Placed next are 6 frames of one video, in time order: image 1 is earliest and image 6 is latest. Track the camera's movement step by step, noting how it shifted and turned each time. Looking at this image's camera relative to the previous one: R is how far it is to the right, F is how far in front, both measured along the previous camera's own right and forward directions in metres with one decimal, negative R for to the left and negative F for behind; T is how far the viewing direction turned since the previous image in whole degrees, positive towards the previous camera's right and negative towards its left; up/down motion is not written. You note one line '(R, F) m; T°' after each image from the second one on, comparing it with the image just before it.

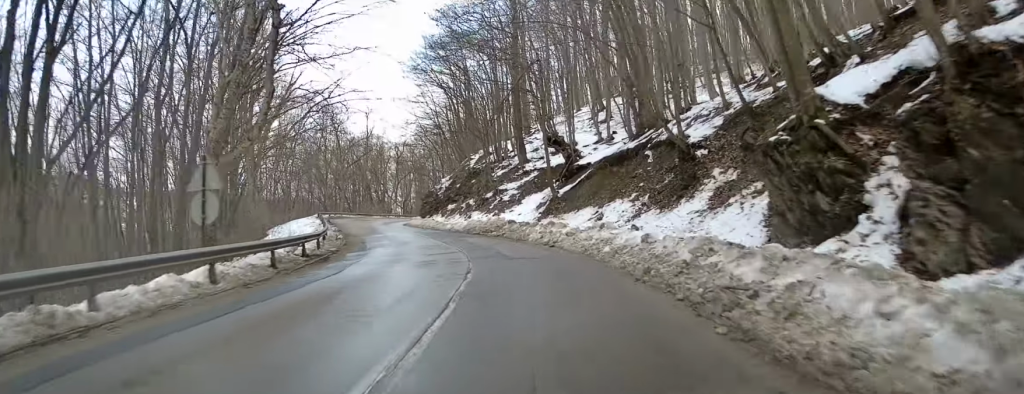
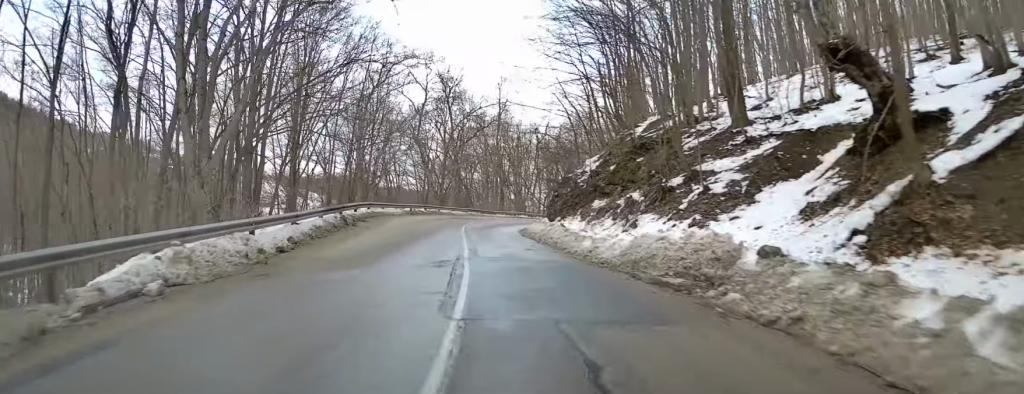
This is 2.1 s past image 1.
(-1.0, +21.2) m; -6°
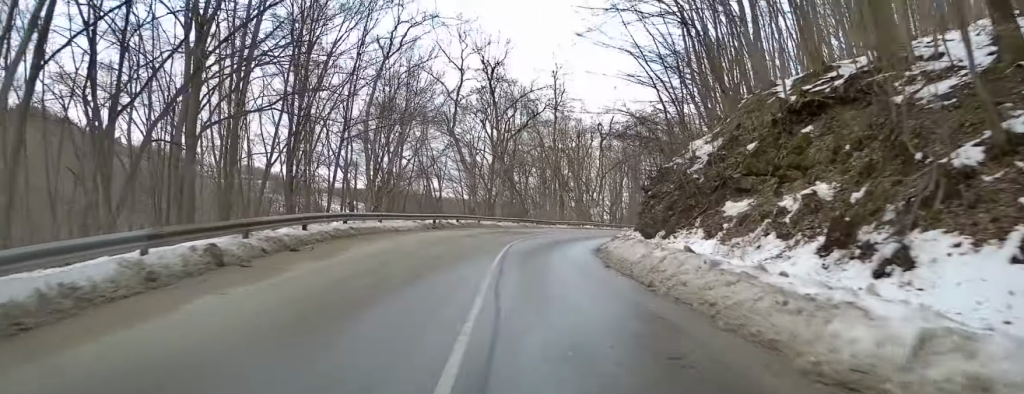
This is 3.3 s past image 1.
(-0.1, +11.9) m; -2°
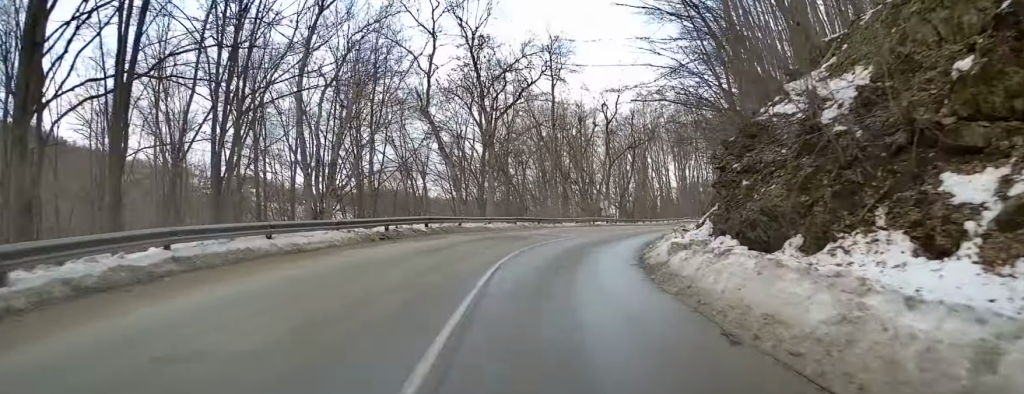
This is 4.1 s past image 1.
(-0.2, +9.8) m; -1°
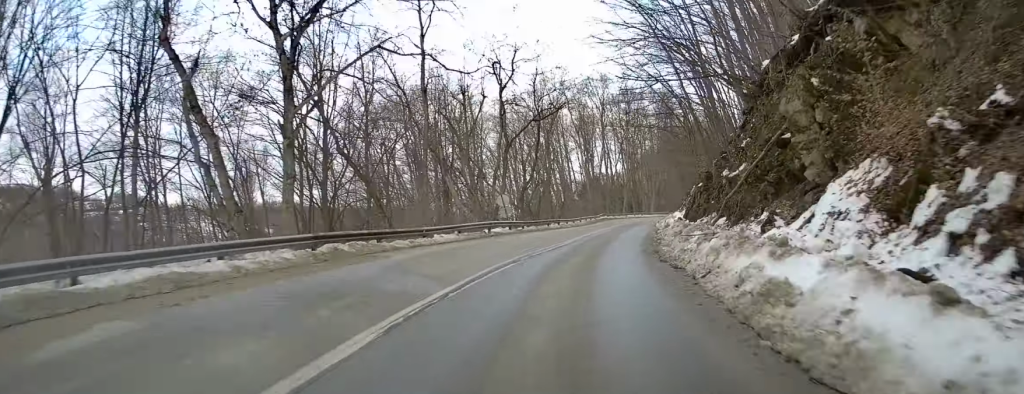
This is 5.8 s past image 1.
(+0.4, +19.8) m; +2°
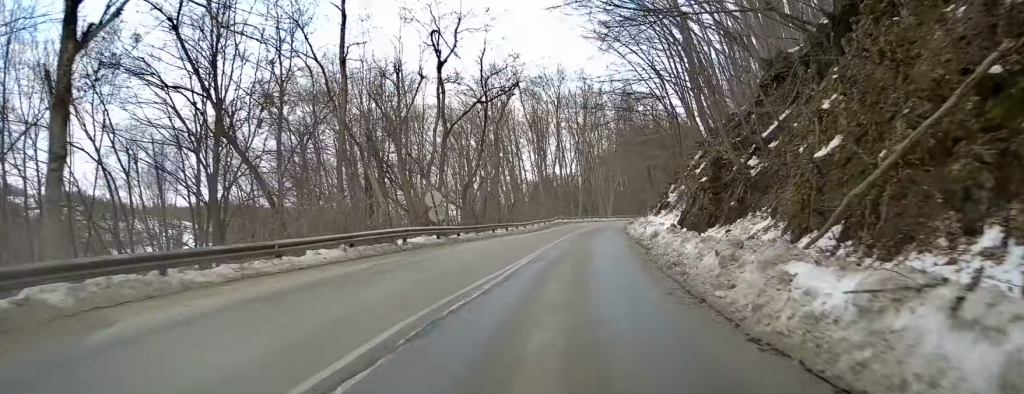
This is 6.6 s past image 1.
(-0.5, +9.0) m; +2°
